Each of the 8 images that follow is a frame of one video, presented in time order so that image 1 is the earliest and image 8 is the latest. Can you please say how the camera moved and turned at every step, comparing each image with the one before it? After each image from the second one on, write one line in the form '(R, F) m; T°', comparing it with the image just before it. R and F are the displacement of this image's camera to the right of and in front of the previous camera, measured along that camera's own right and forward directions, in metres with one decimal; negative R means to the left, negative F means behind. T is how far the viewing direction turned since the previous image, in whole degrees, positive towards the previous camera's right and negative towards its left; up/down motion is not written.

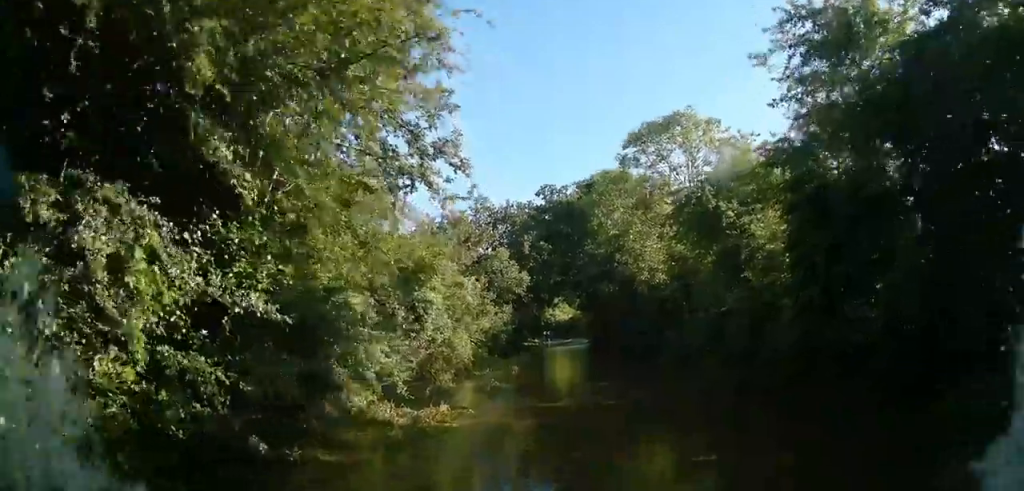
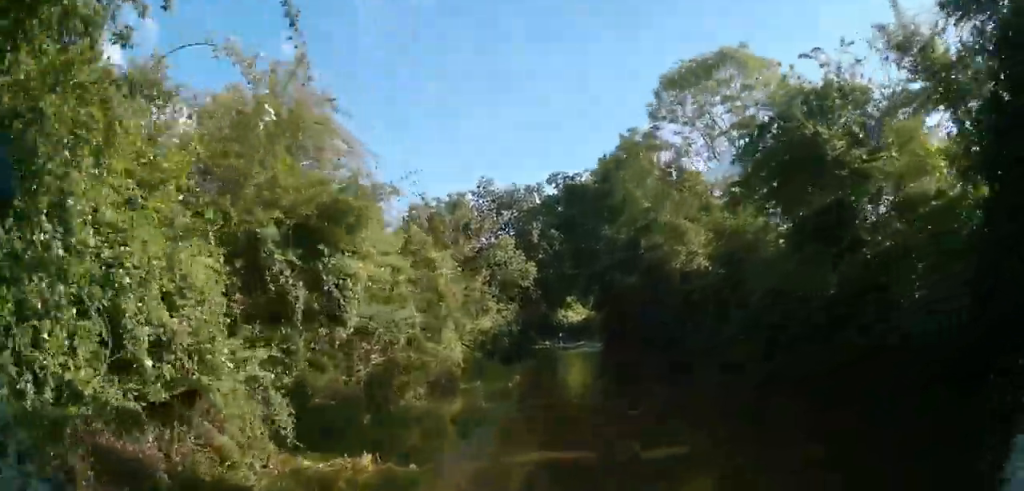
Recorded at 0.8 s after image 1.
(+0.1, +5.2) m; +1°
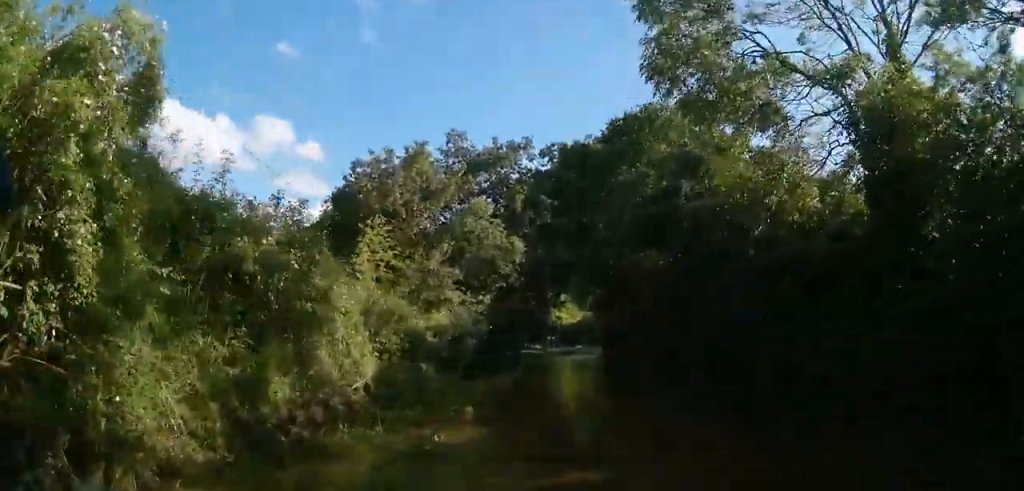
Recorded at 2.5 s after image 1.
(0.0, +9.9) m; 0°
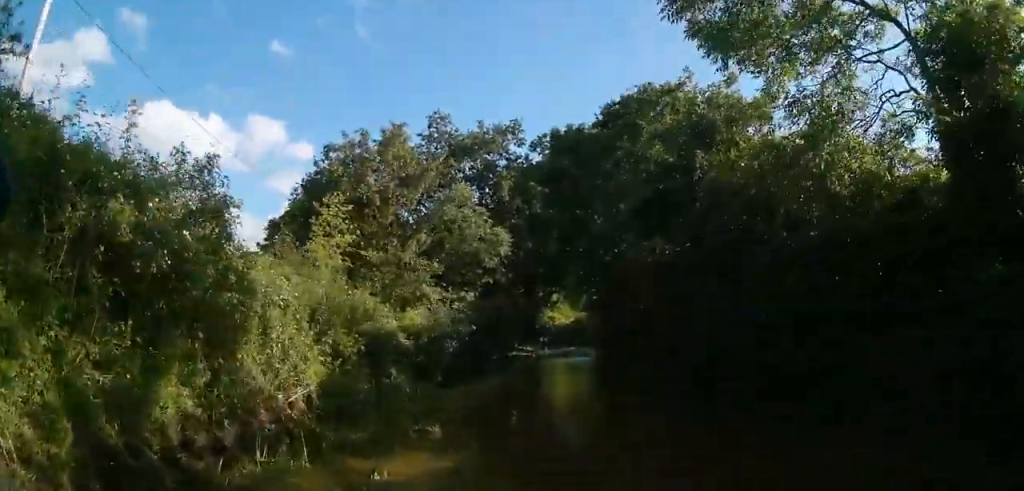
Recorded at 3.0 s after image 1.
(0.0, +3.1) m; 0°
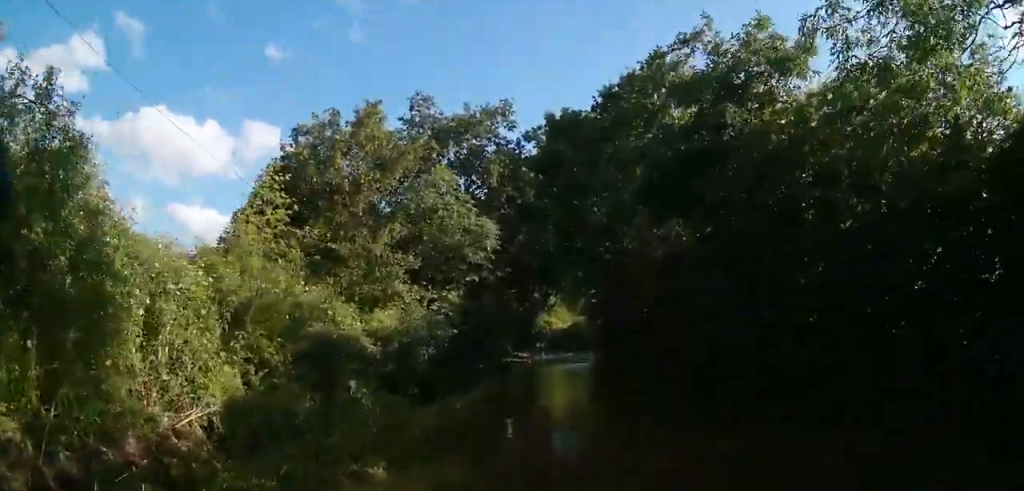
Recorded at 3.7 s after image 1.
(0.0, +4.0) m; 0°
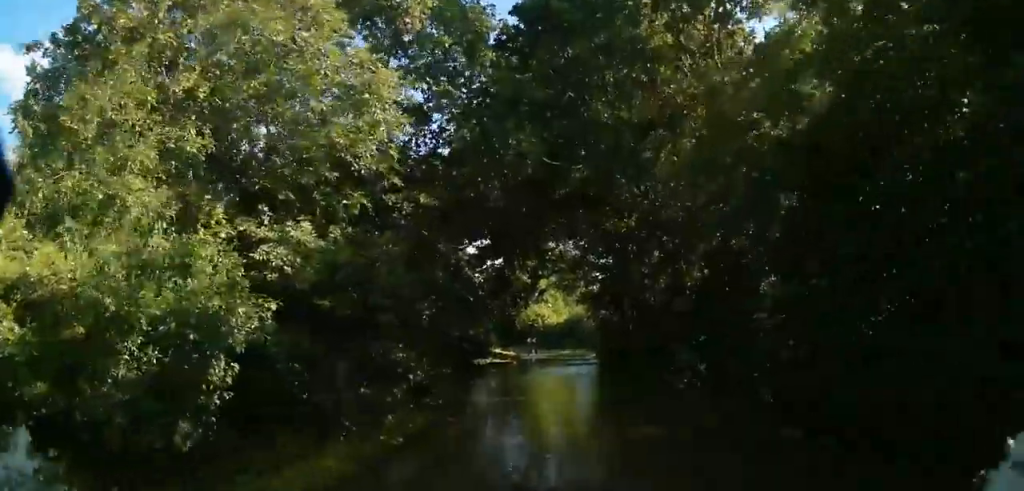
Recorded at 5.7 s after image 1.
(0.0, +11.0) m; 0°
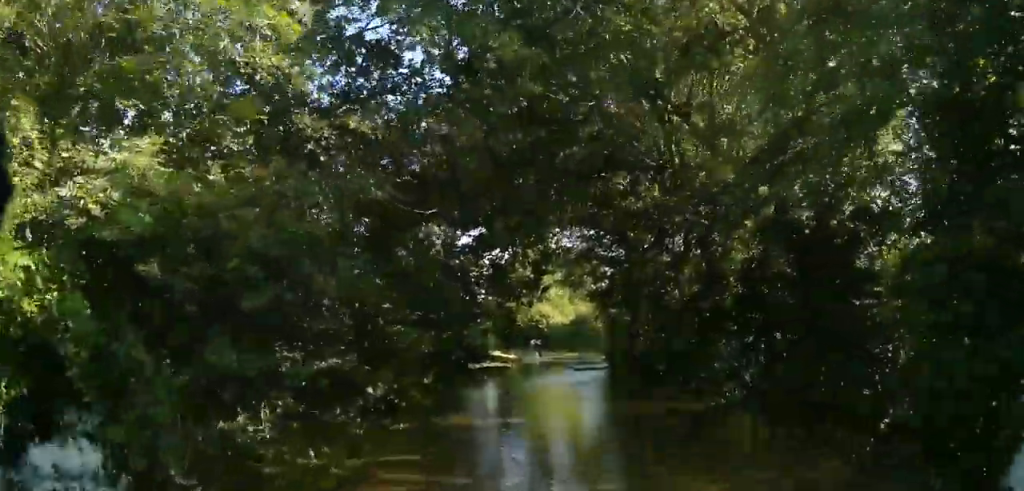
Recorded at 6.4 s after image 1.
(0.0, +3.6) m; 0°
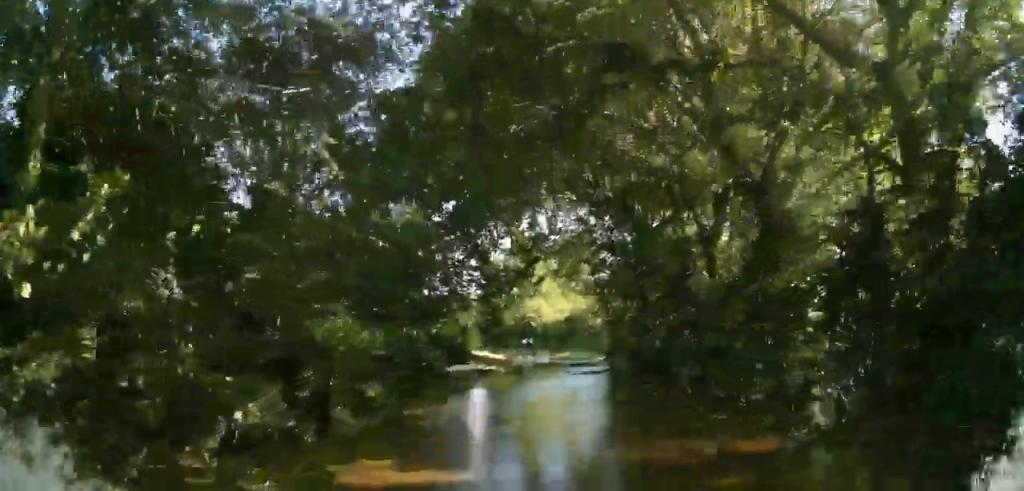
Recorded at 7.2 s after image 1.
(0.0, +4.4) m; 0°
